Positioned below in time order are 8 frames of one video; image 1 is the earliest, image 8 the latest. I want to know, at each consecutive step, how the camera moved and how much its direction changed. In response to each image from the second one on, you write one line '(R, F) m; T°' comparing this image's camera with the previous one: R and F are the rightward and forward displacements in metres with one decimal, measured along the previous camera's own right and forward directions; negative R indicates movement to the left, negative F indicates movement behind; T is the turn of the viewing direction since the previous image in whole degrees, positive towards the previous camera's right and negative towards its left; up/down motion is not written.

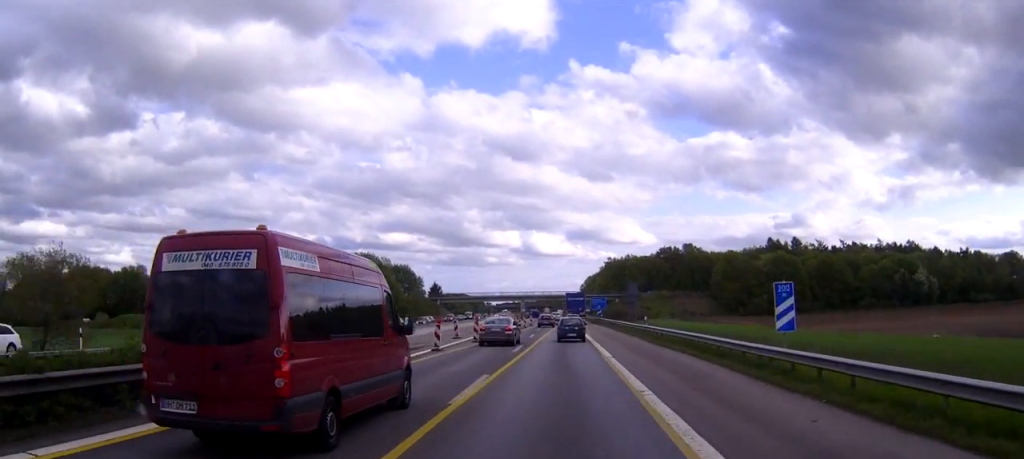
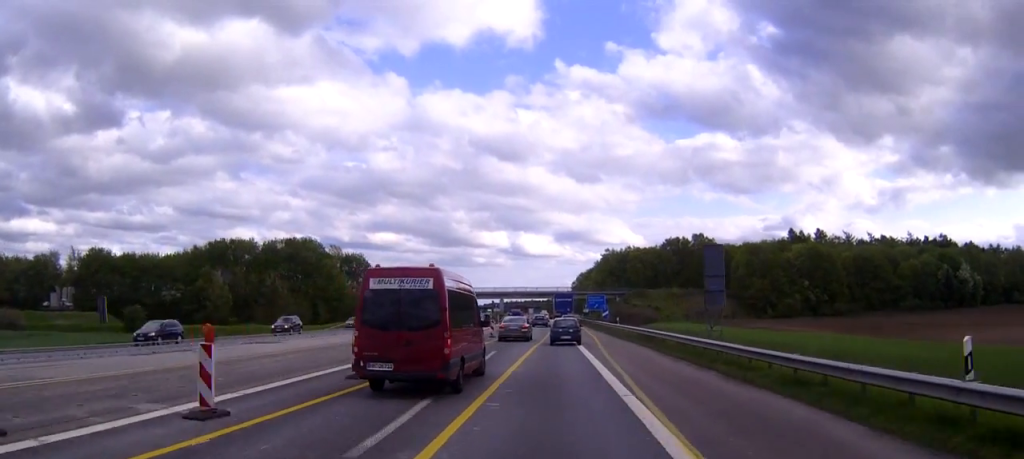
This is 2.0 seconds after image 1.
(0.0, +41.6) m; 0°
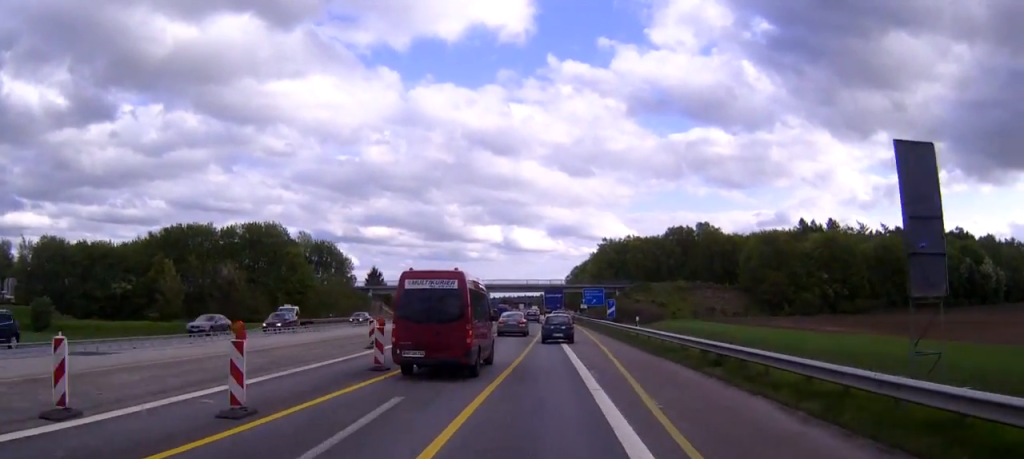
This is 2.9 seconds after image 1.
(+0.1, +18.9) m; 0°
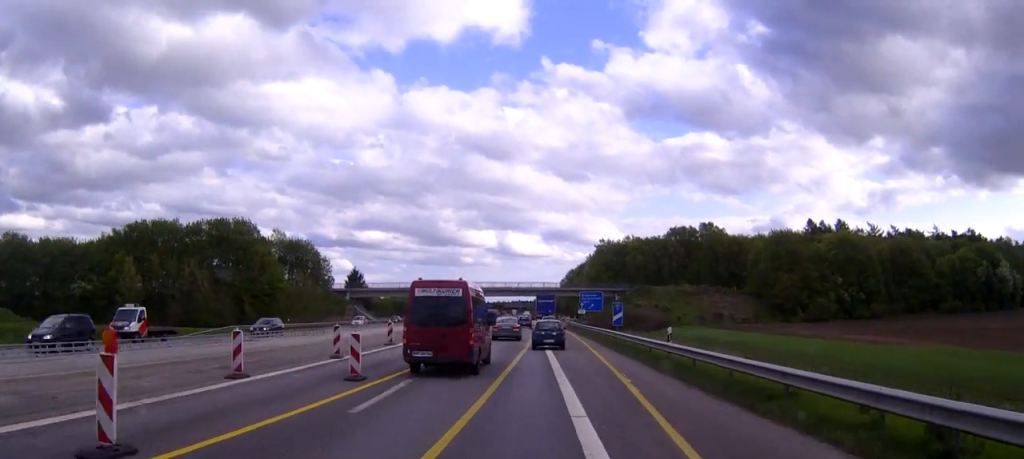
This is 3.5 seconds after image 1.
(0.0, +13.2) m; 0°
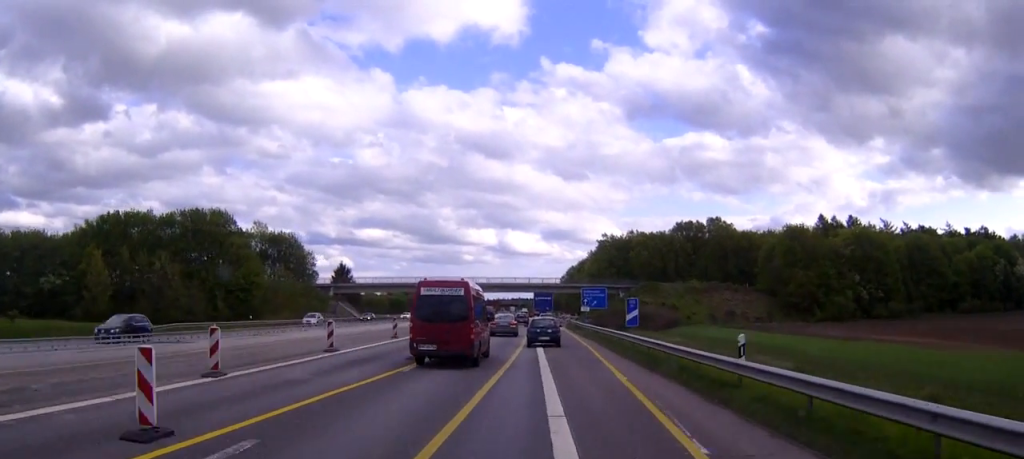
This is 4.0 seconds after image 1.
(+0.1, +10.3) m; 0°
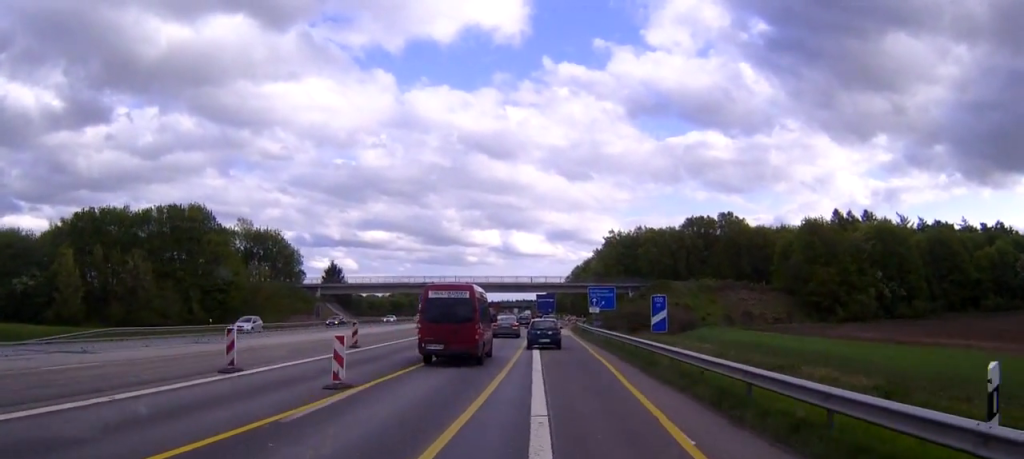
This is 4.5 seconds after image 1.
(+0.1, +9.6) m; 0°
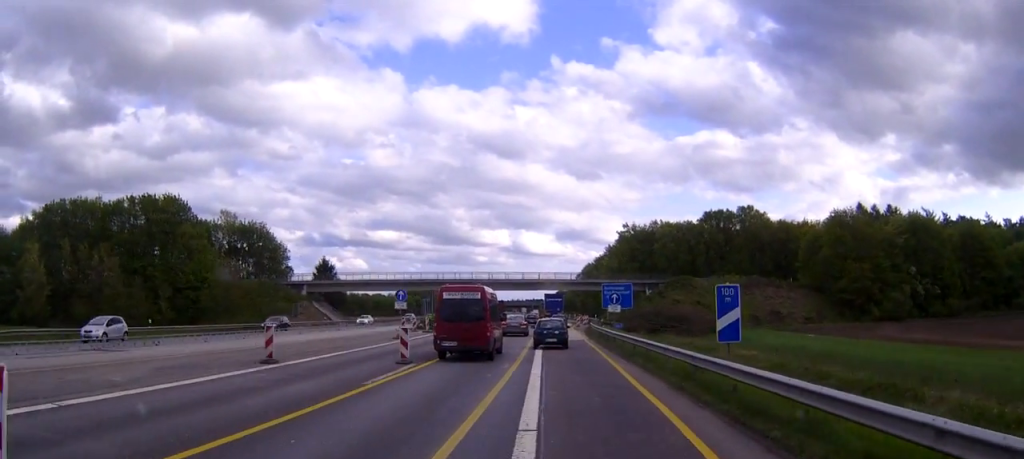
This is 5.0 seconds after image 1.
(0.0, +11.5) m; 0°
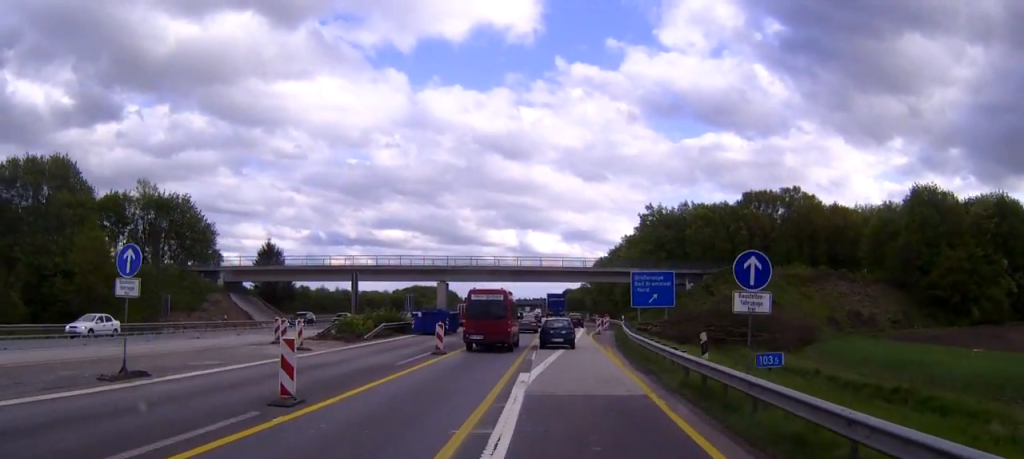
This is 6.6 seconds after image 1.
(-0.3, +30.8) m; -1°
